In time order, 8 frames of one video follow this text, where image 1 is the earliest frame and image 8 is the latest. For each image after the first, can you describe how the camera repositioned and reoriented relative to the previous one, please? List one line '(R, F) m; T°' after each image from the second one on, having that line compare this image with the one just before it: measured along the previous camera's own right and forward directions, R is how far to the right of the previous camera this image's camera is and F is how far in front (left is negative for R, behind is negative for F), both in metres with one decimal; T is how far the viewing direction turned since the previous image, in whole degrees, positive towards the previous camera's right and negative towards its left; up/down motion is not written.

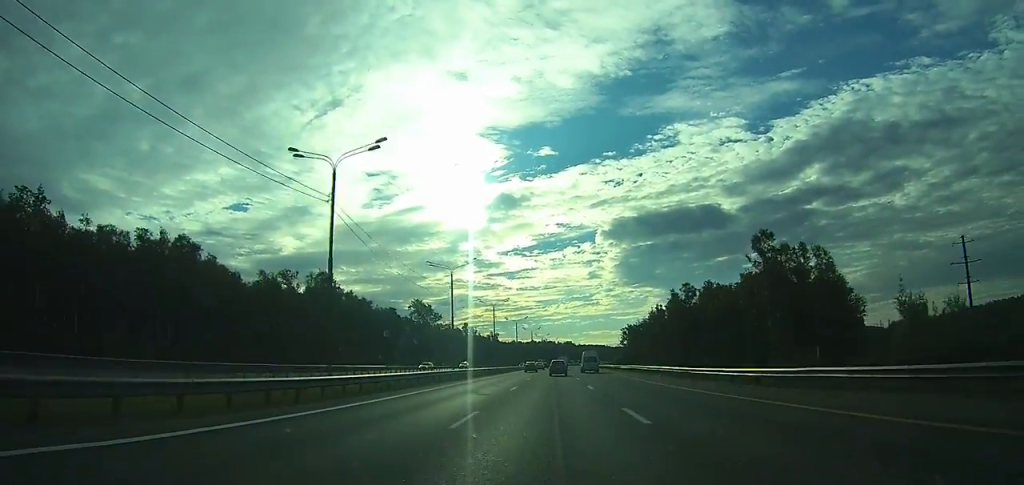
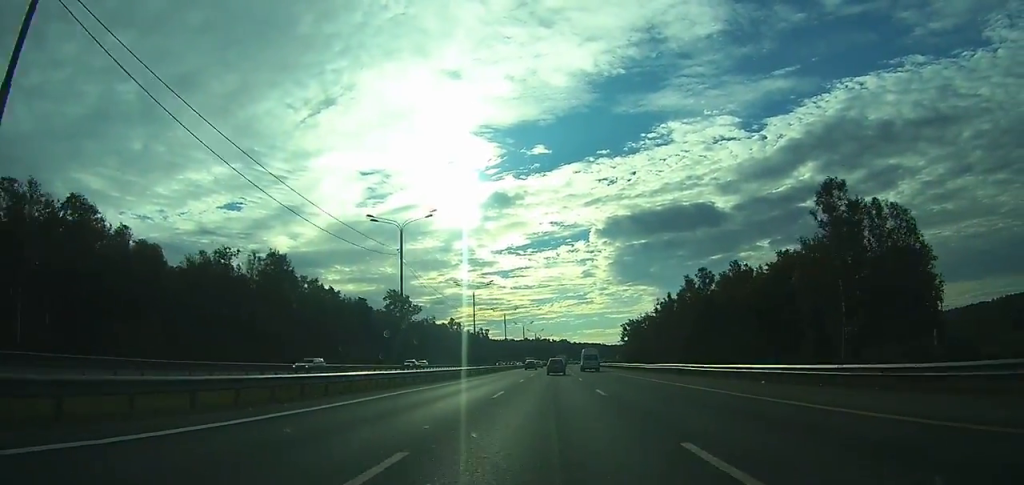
(0.0, +22.2) m; 0°
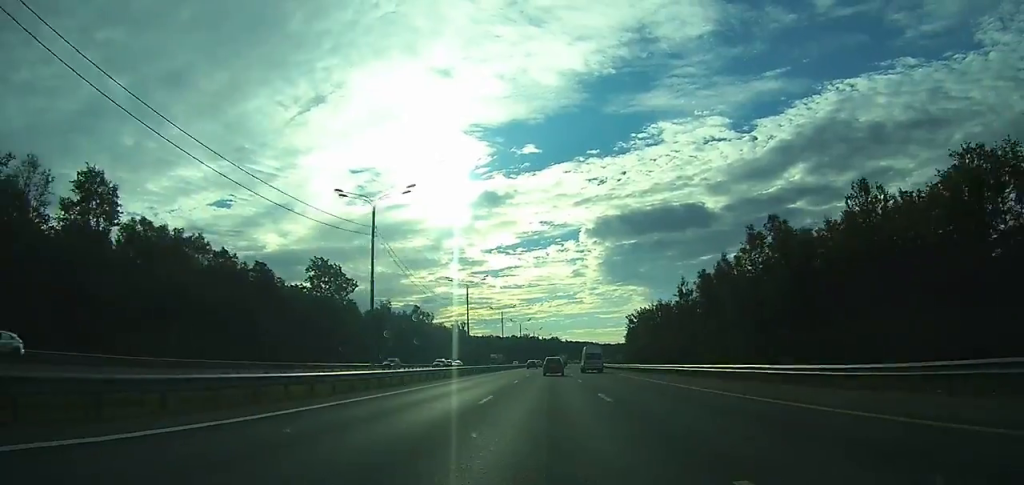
(+0.4, +48.7) m; +1°
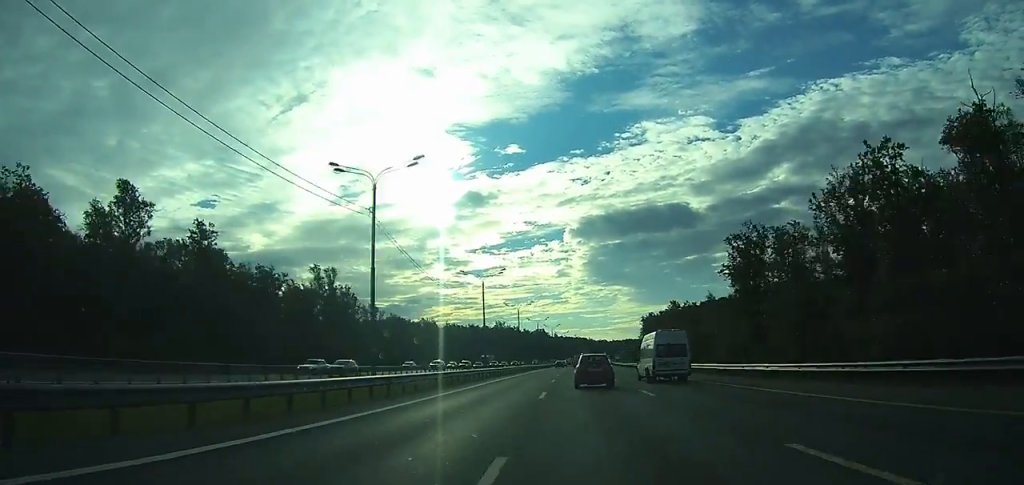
(+5.3, +145.6) m; +4°
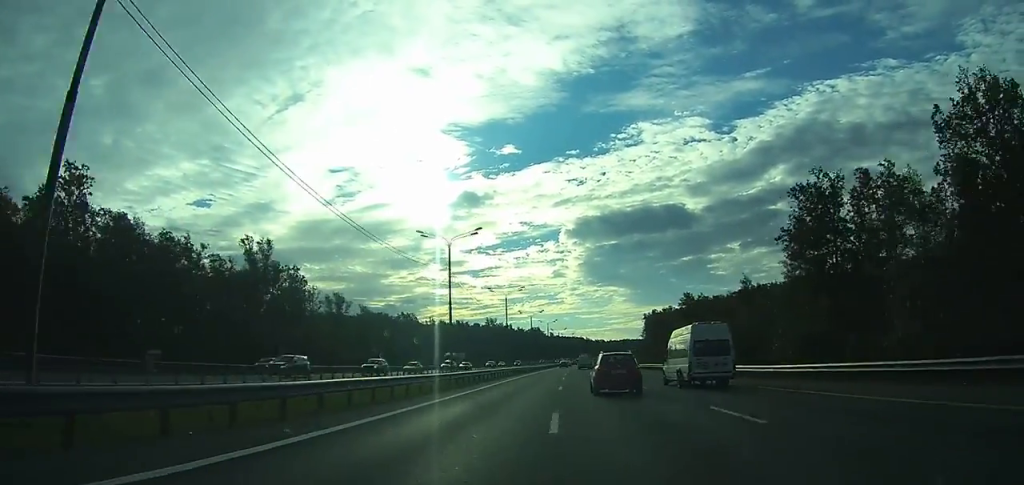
(0.0, +25.2) m; 0°
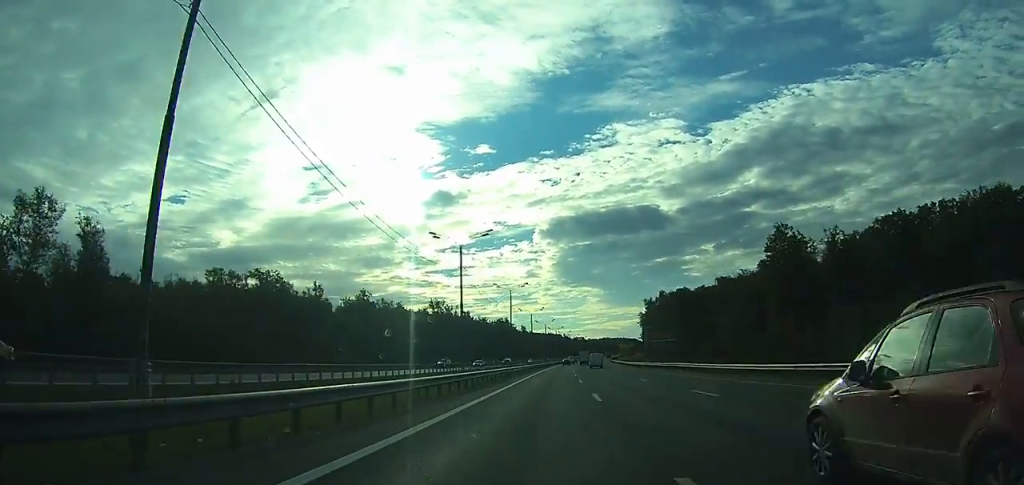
(+1.3, +84.6) m; +2°
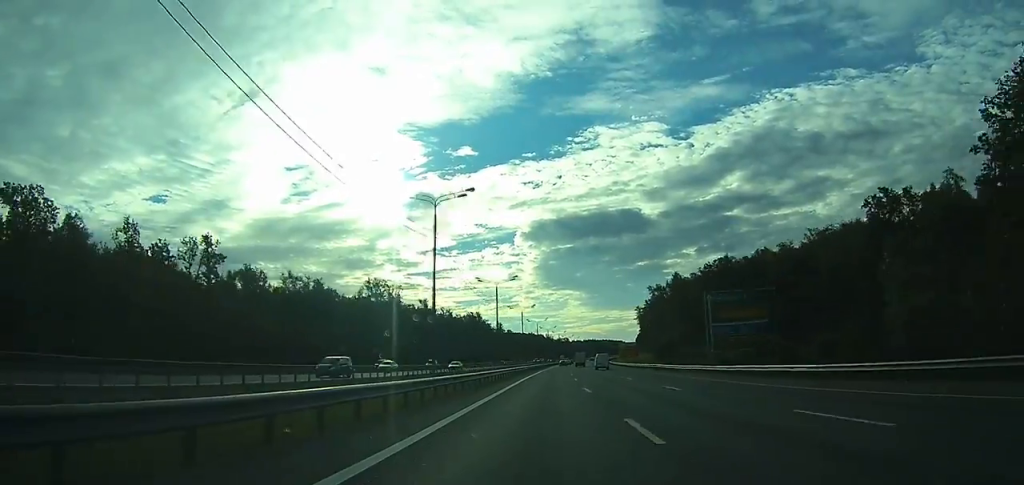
(+0.7, +56.9) m; +1°
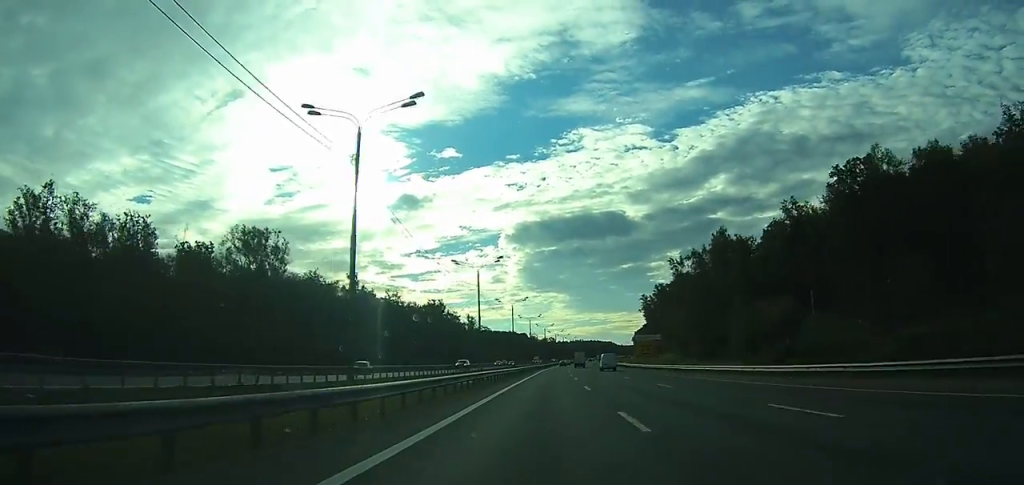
(+0.9, +64.5) m; +2°
